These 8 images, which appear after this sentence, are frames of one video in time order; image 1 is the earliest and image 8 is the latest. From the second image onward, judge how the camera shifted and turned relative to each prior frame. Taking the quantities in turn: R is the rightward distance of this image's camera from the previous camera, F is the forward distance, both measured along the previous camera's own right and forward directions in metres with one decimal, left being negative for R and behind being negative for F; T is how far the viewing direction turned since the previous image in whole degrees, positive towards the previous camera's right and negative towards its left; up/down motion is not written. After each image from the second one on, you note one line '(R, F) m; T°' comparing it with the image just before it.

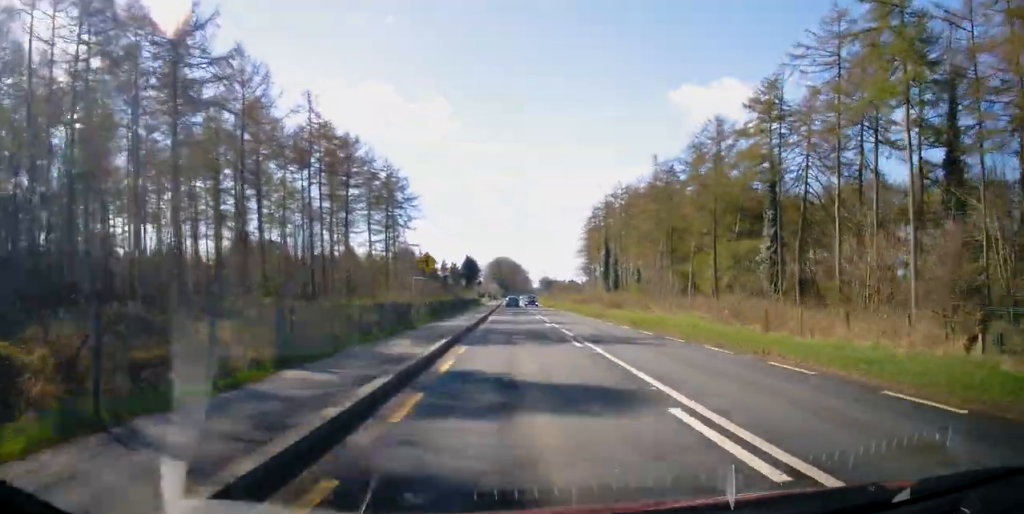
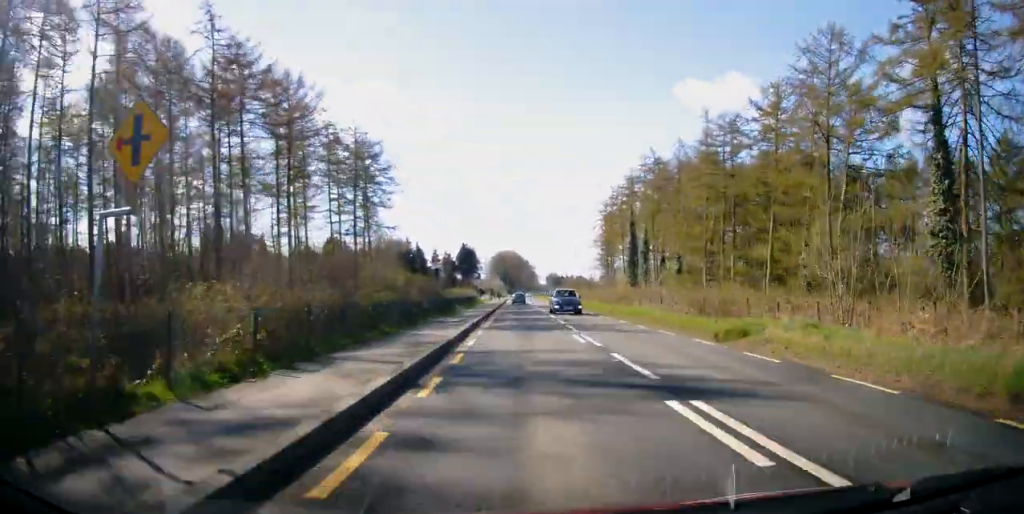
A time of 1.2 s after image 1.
(+0.1, +22.9) m; 0°
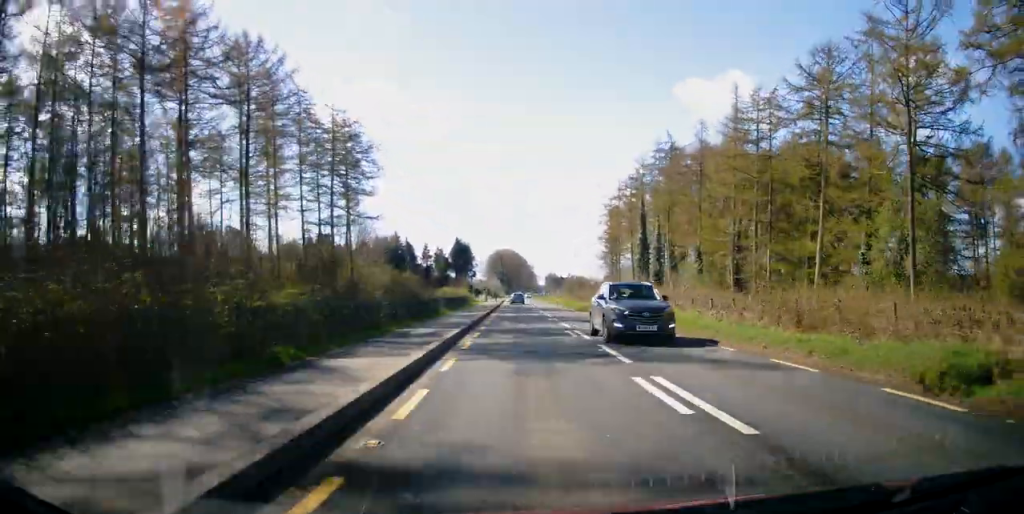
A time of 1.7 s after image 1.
(0.0, +9.7) m; 0°
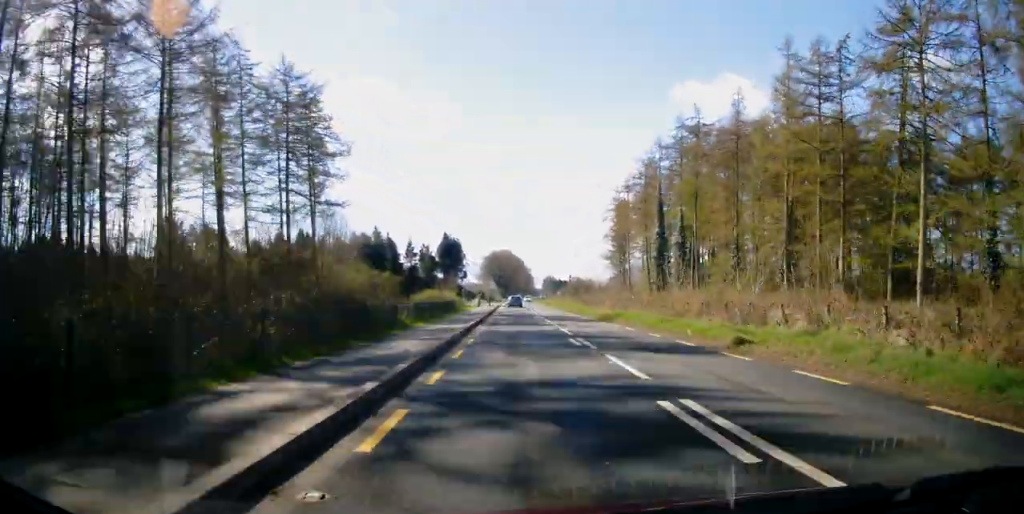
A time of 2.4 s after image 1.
(+0.1, +13.5) m; 0°
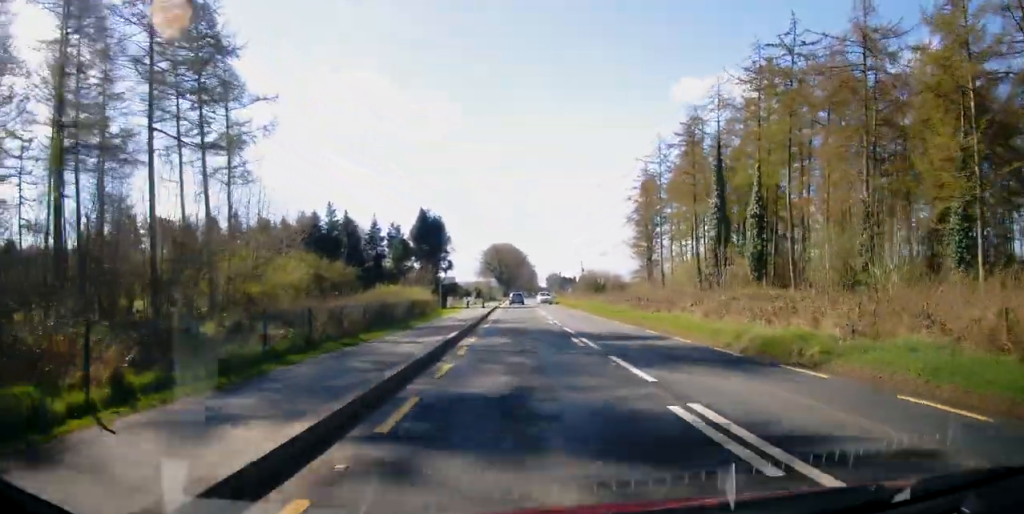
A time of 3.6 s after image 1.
(-0.3, +23.7) m; -1°
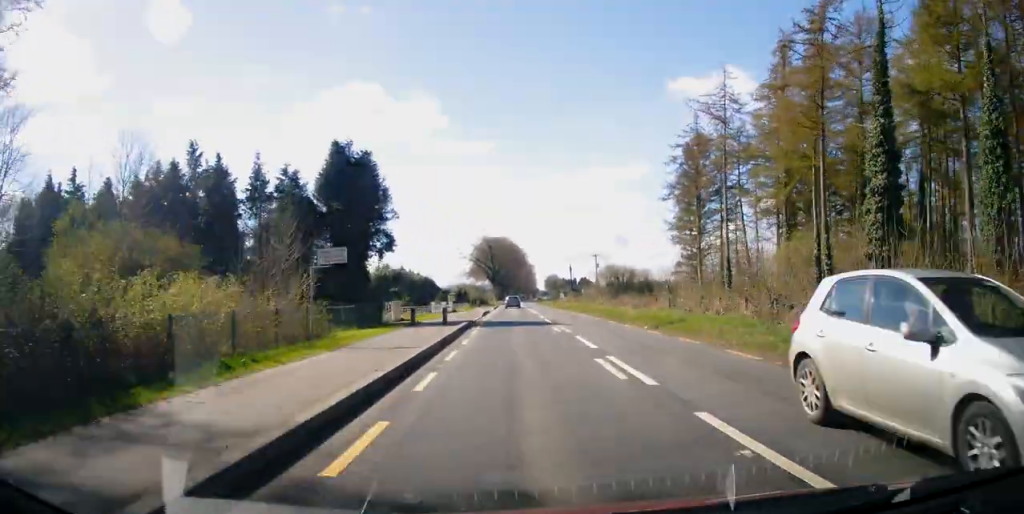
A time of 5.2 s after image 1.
(+0.3, +29.8) m; +1°
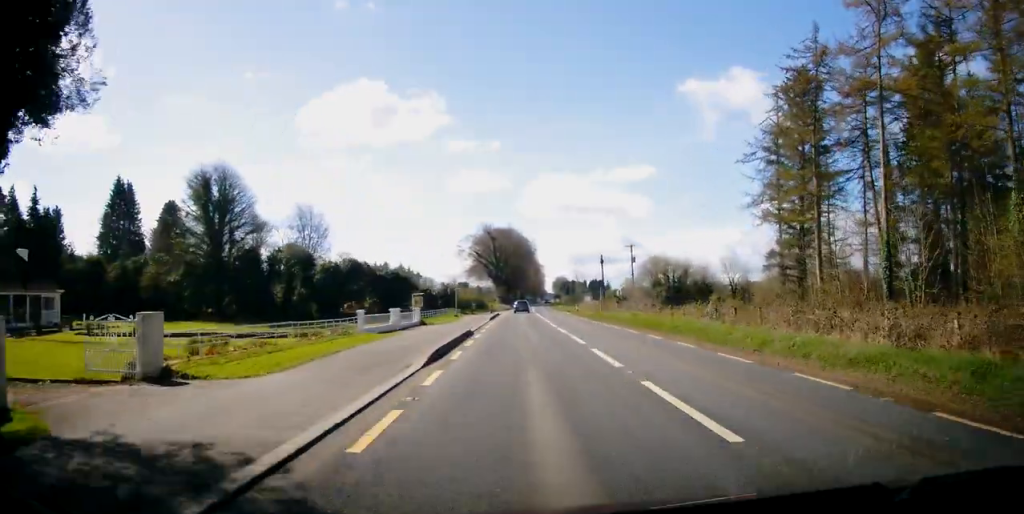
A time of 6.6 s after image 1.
(0.0, +27.8) m; 0°
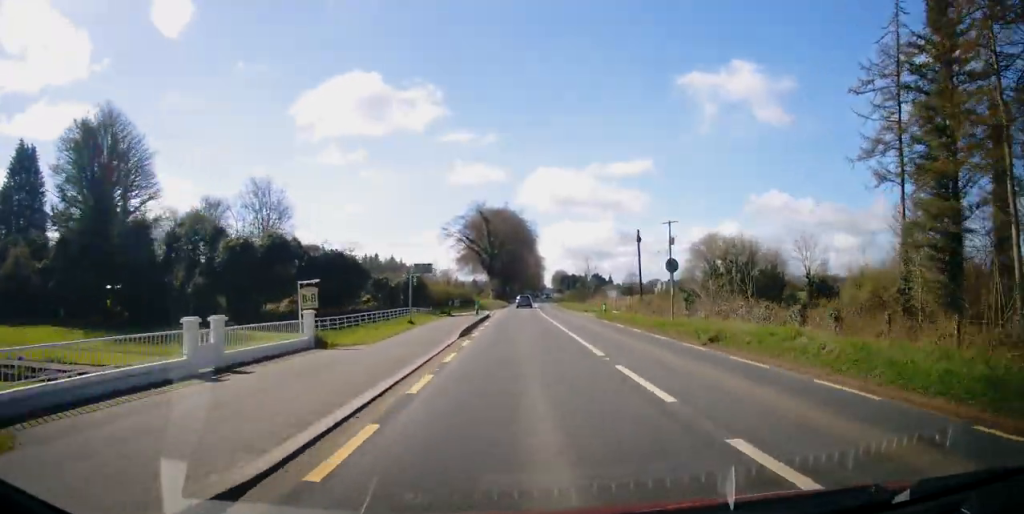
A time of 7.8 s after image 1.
(0.0, +21.1) m; 0°
